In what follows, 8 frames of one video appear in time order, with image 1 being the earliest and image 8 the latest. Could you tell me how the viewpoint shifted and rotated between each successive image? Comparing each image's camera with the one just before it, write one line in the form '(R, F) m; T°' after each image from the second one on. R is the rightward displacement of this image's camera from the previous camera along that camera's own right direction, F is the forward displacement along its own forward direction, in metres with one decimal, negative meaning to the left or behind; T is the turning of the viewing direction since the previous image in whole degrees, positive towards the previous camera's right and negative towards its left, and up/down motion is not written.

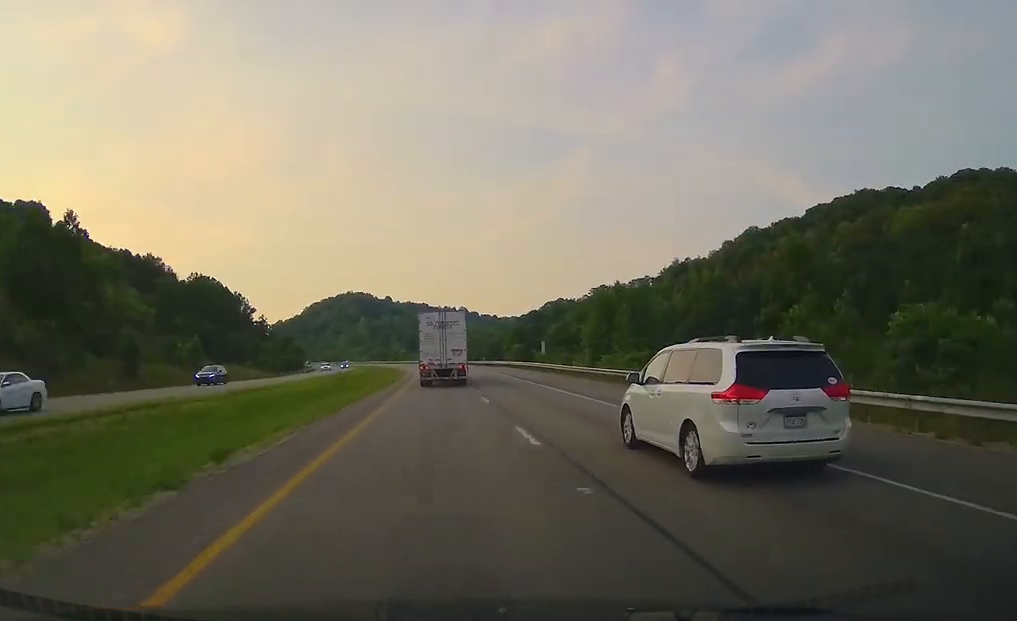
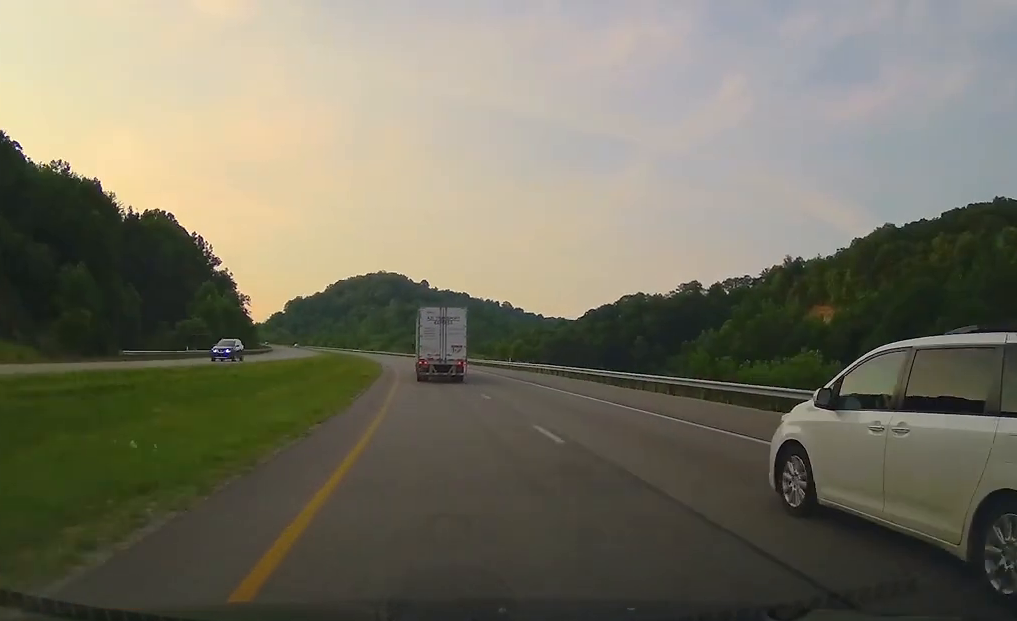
(-2.8, +109.2) m; -5°
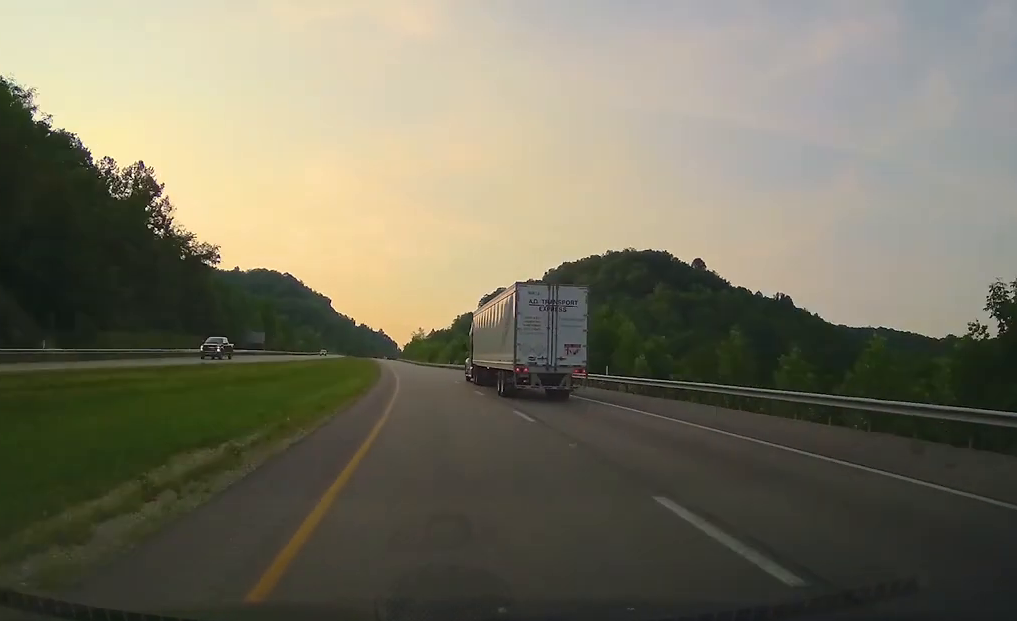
(-38.8, +268.0) m; -15°
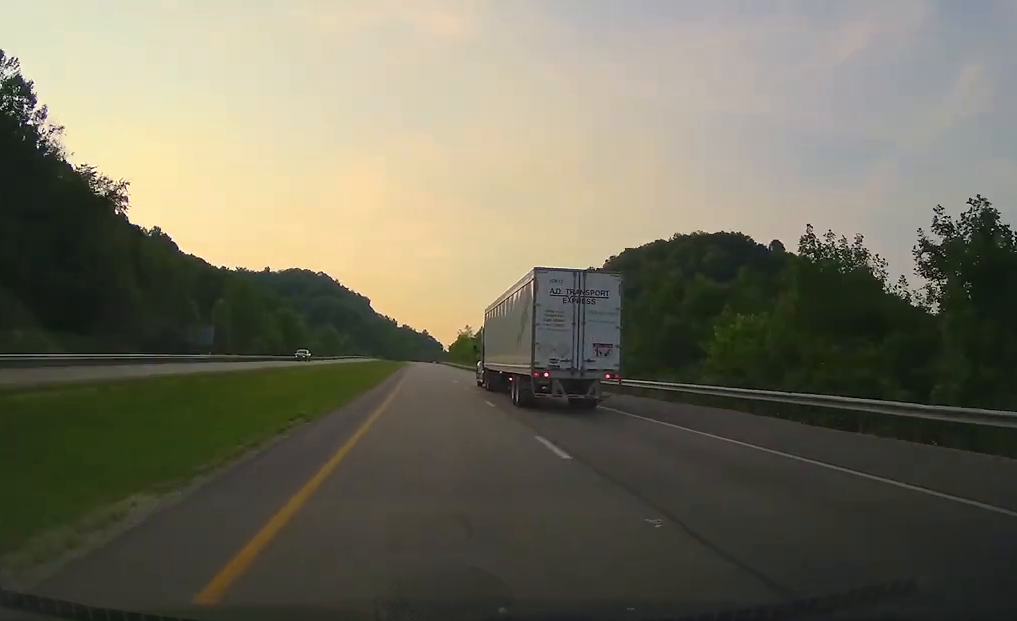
(-1.2, +52.6) m; -2°
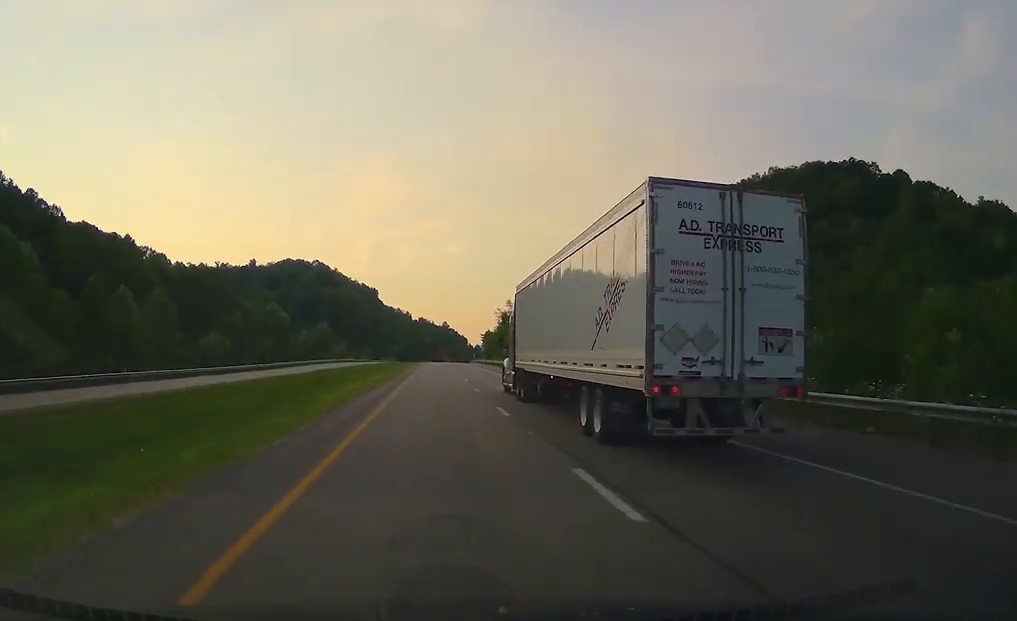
(-3.0, +107.4) m; -2°
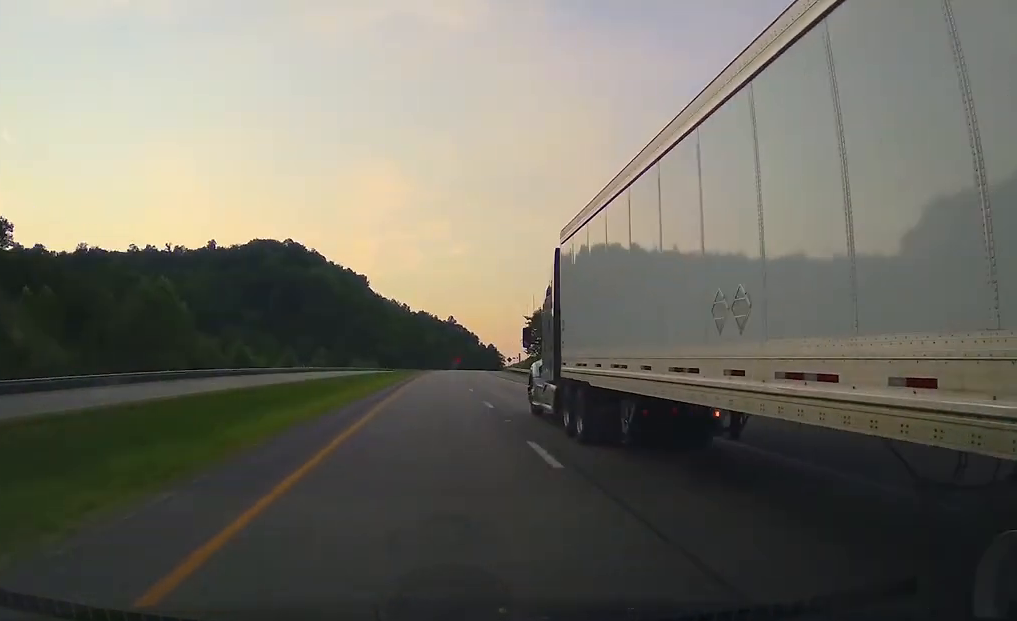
(-0.7, +107.9) m; +1°
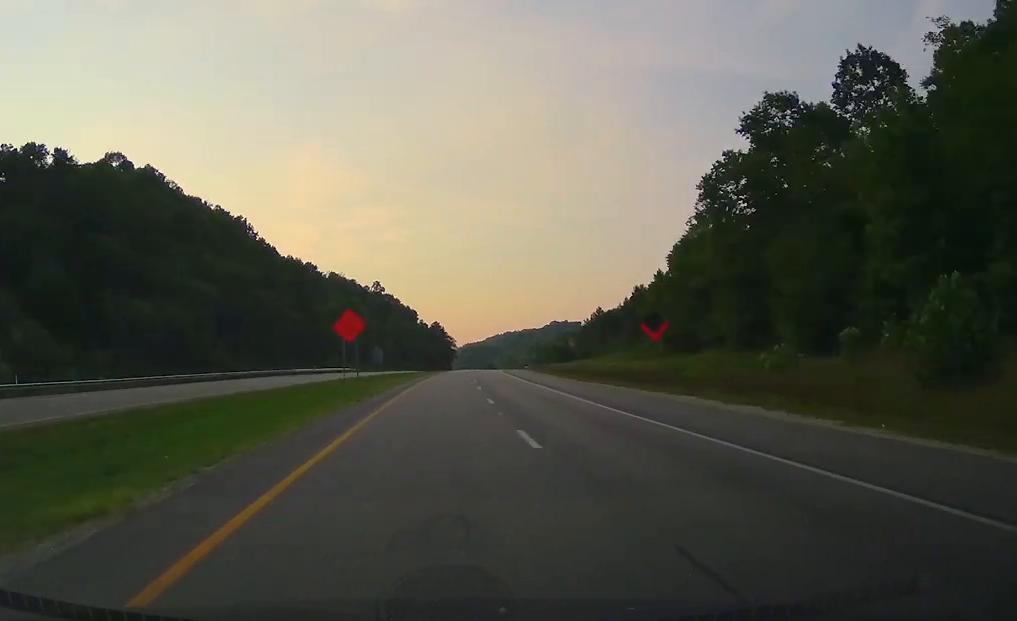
(+3.6, +140.5) m; +4°
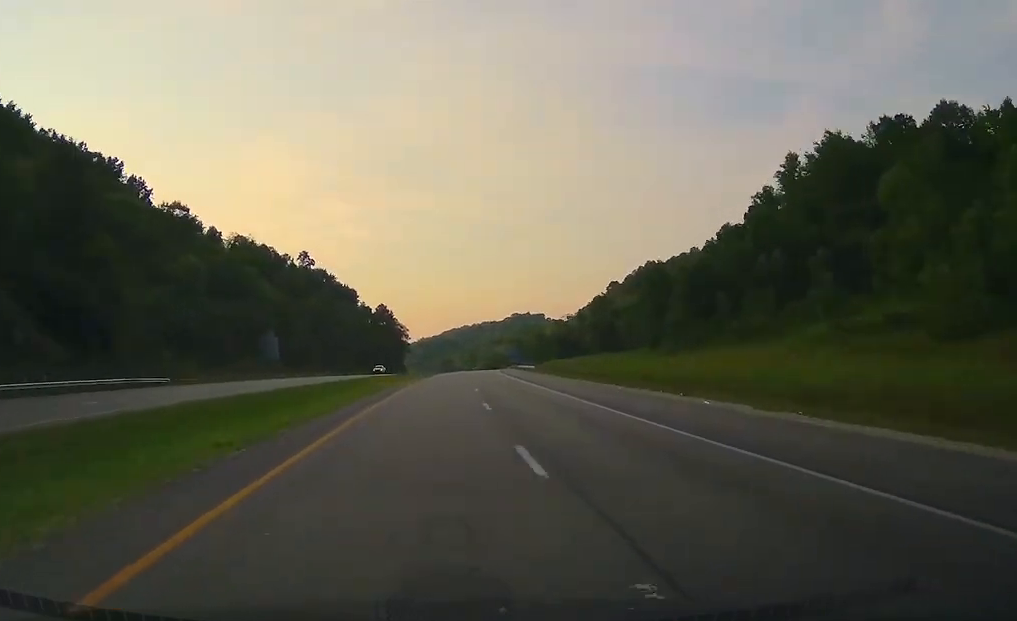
(+1.7, +64.2) m; +4°
